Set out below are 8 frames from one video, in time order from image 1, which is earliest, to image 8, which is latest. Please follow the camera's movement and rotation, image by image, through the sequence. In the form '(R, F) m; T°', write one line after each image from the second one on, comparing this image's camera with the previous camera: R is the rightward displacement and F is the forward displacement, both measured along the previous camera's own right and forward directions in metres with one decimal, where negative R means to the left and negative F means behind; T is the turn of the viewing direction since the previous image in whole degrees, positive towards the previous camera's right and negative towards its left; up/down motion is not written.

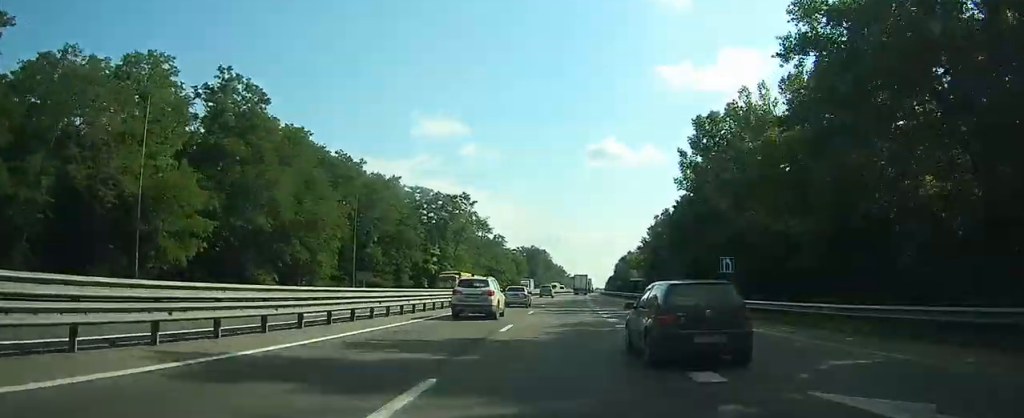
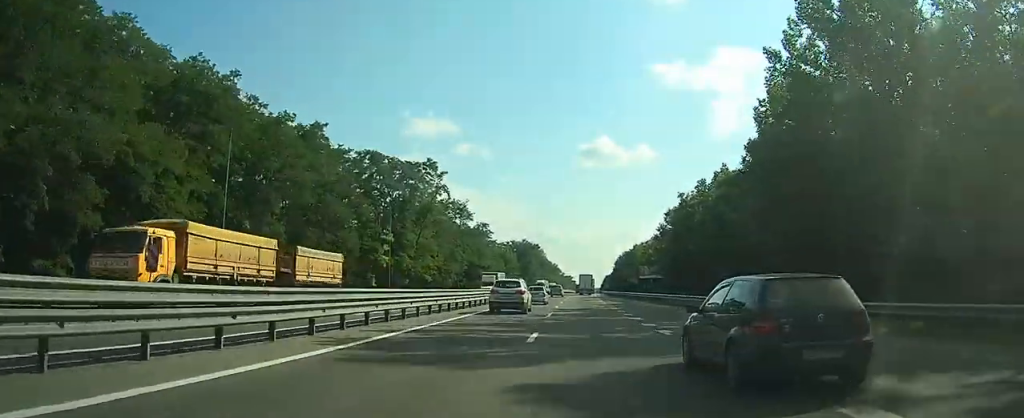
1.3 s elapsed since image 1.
(+0.3, +26.5) m; +1°
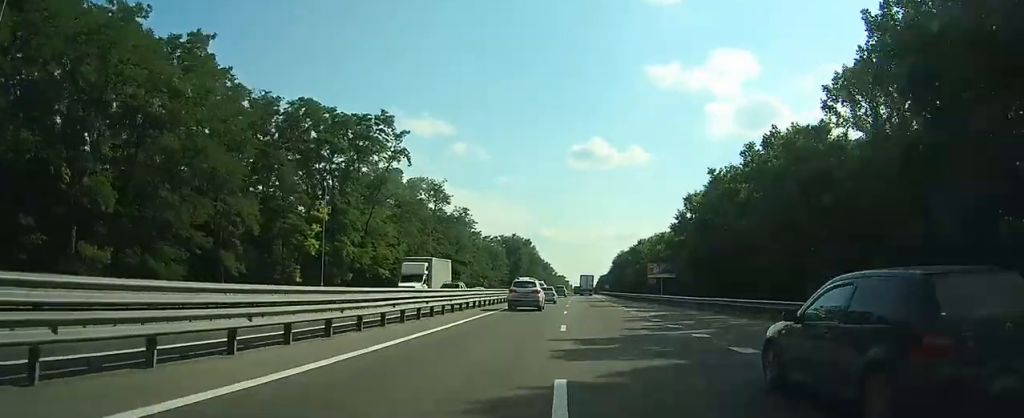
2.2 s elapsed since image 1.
(+0.1, +20.2) m; +1°
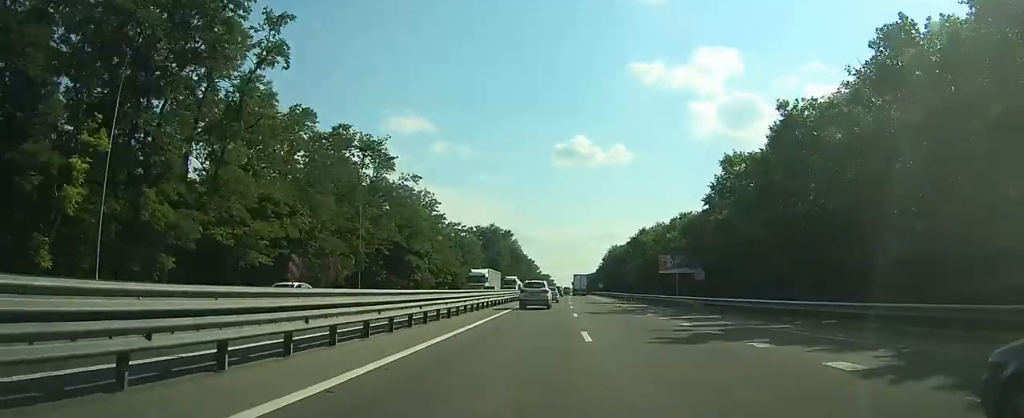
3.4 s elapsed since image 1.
(+0.2, +26.6) m; +2°
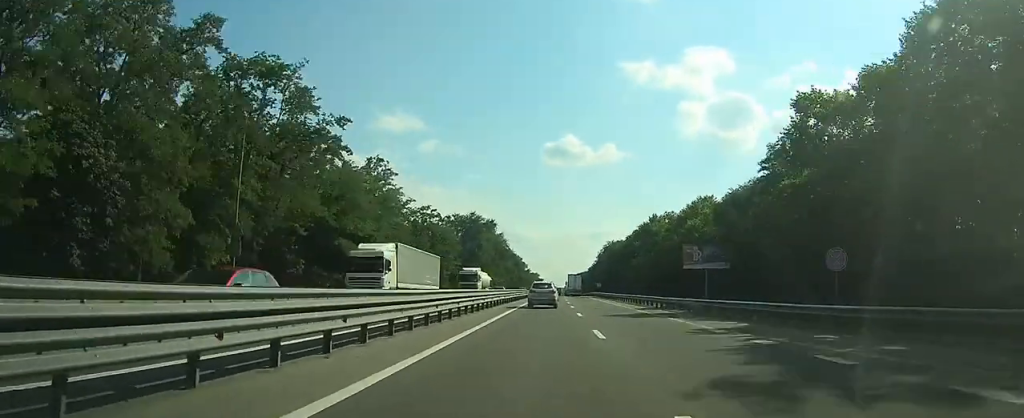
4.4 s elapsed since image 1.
(+0.4, +22.7) m; +1°
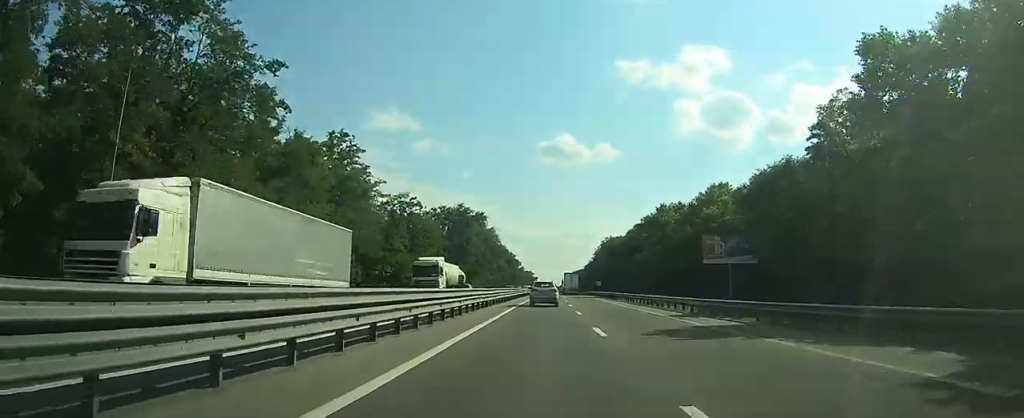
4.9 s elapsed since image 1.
(0.0, +11.6) m; 0°
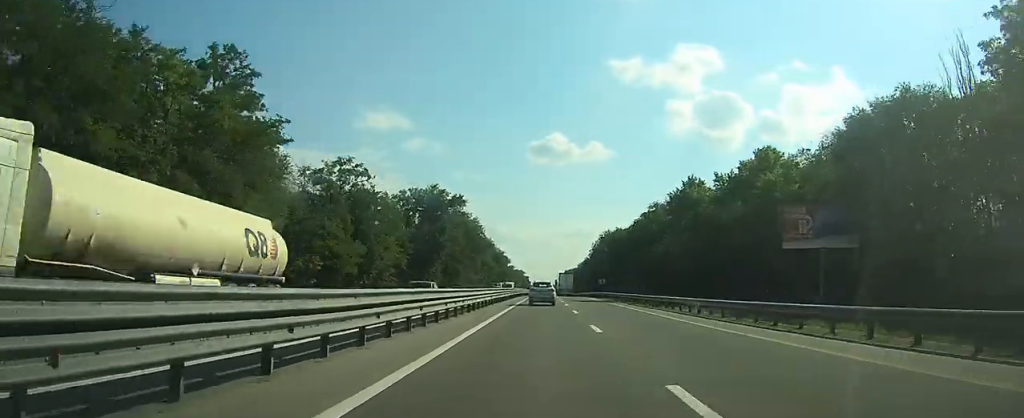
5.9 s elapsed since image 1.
(0.0, +22.6) m; 0°
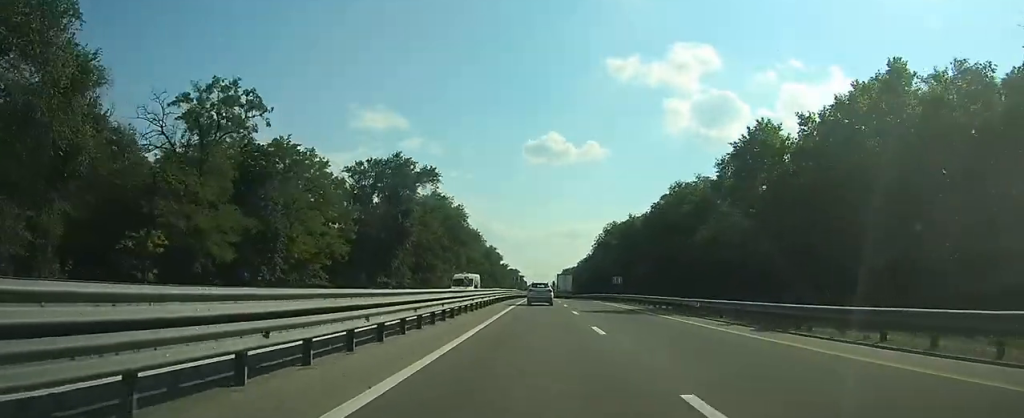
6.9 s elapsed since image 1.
(+0.2, +24.5) m; +1°
